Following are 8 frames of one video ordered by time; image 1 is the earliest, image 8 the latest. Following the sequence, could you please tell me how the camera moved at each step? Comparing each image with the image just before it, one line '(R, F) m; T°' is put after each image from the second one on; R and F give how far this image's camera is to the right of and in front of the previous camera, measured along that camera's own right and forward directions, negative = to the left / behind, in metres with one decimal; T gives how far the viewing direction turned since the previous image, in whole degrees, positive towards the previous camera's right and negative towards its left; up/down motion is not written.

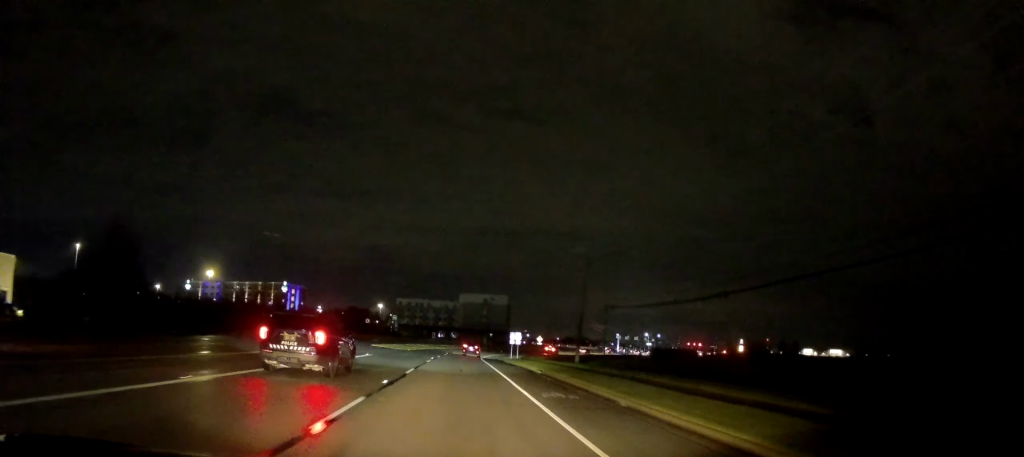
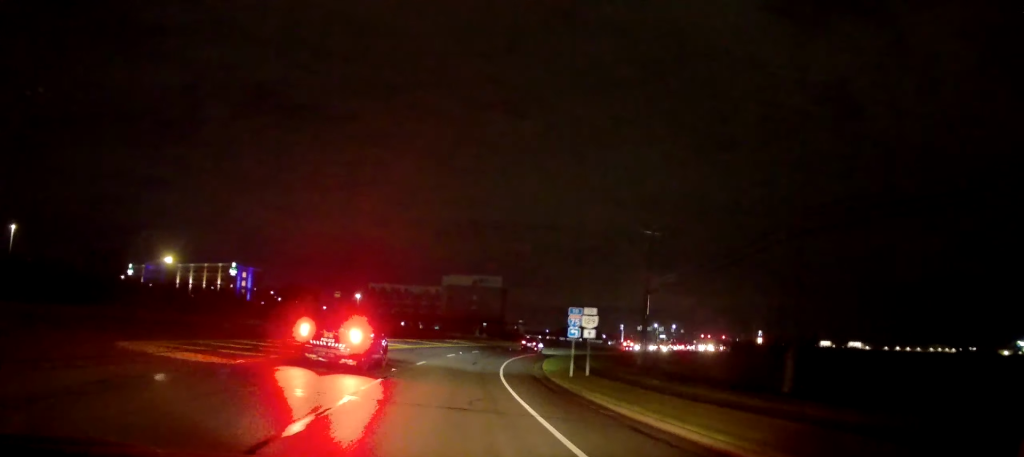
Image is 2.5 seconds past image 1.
(+0.5, +45.2) m; +3°
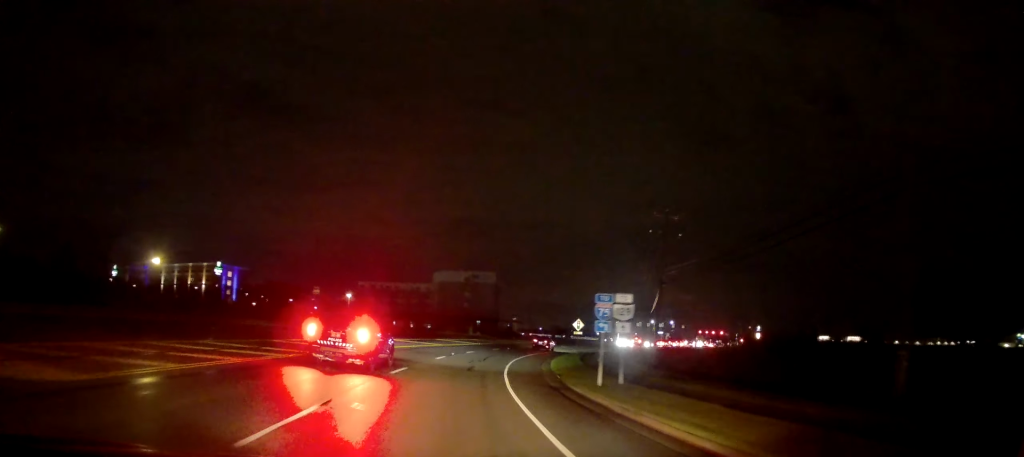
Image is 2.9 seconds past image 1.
(+0.1, +6.4) m; +1°
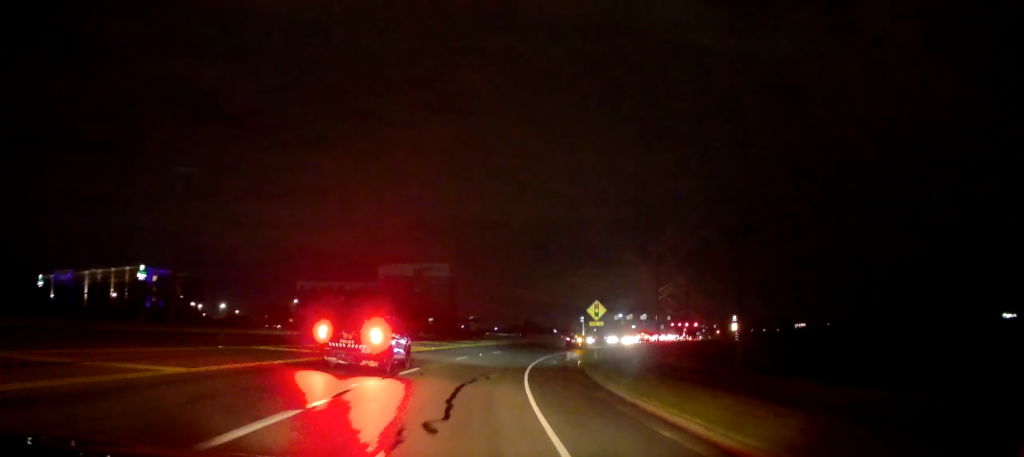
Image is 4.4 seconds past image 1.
(+0.5, +23.2) m; +2°
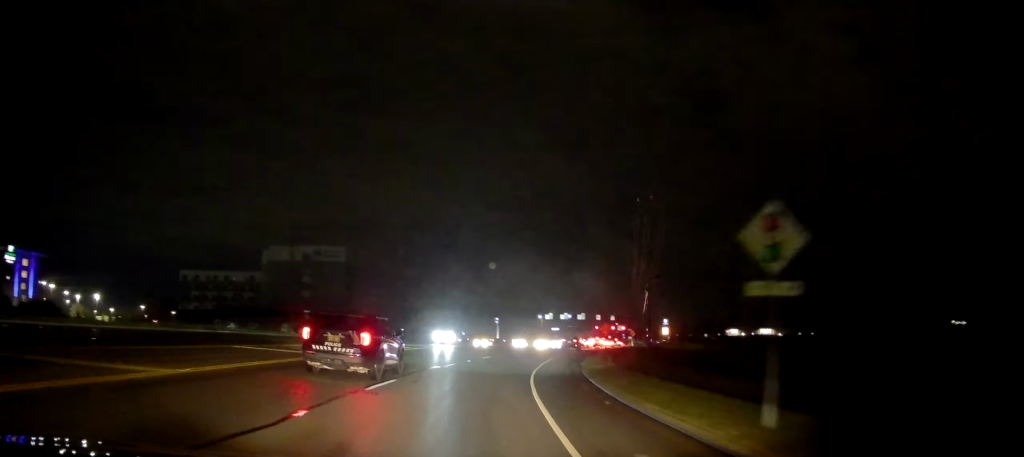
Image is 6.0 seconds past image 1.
(+2.0, +30.9) m; +9°
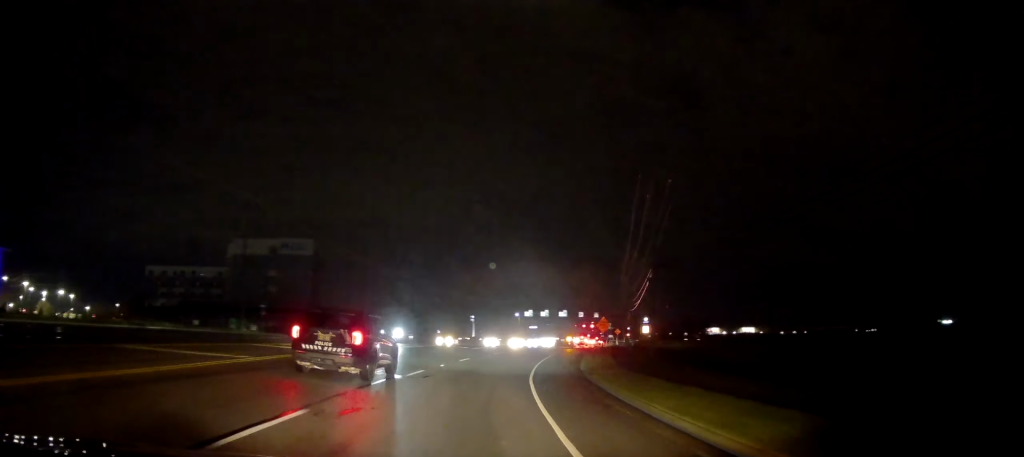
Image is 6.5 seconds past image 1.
(+0.3, +7.8) m; +3°
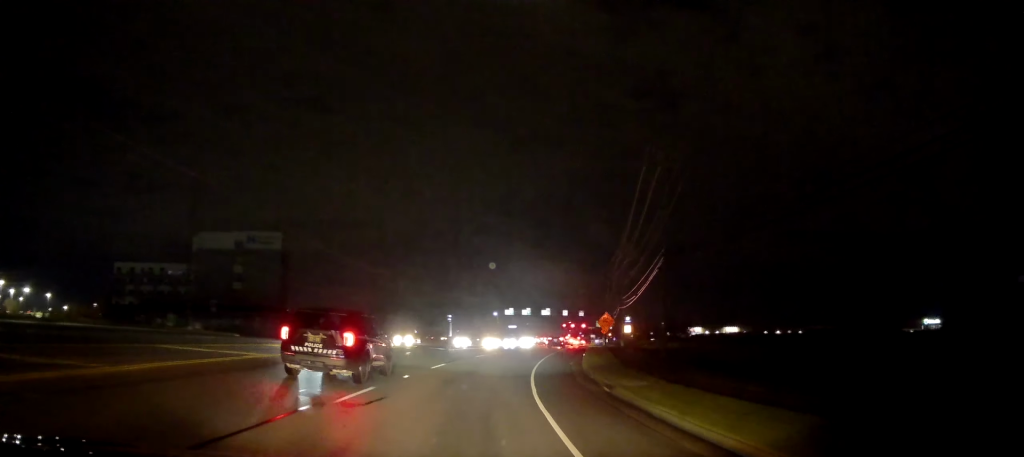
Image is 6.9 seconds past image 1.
(+0.2, +7.8) m; +1°
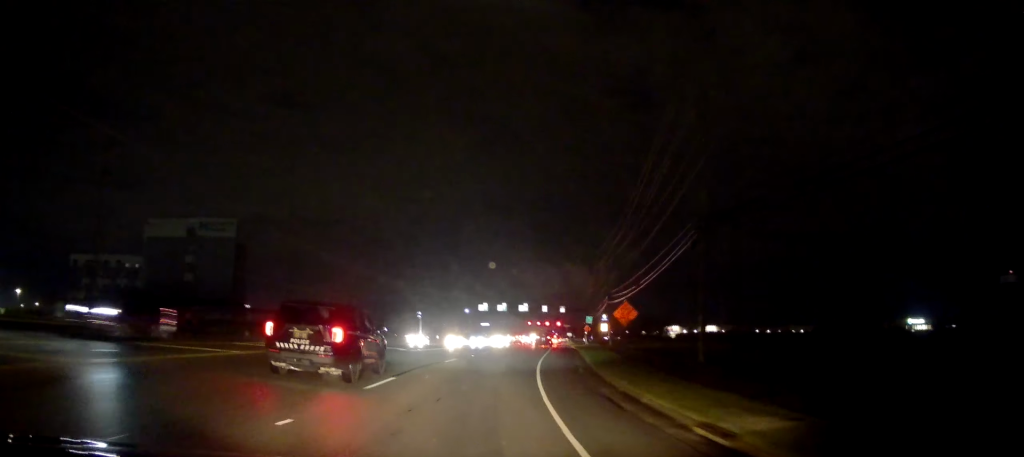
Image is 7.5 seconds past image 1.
(+0.1, +10.8) m; +1°
